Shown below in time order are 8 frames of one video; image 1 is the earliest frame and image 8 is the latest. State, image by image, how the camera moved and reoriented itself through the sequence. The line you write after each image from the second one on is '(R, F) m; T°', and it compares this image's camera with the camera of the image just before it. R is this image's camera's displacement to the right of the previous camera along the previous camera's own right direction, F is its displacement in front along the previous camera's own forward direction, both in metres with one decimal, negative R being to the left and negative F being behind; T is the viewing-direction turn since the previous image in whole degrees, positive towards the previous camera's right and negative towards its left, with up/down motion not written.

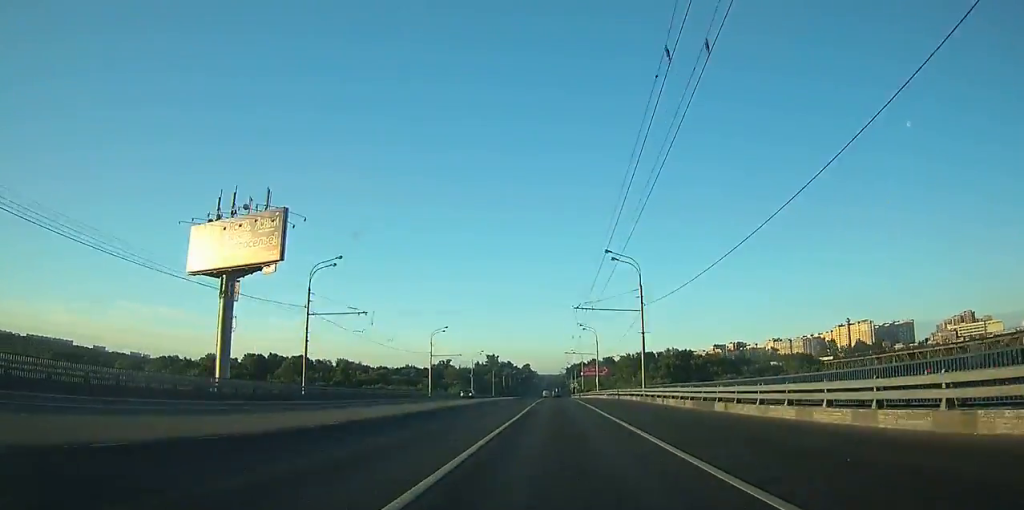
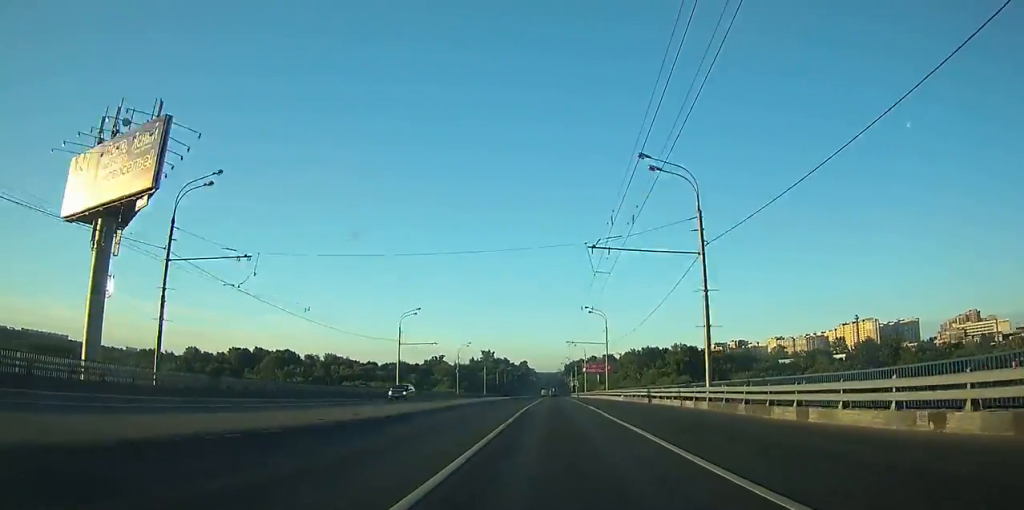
(-0.1, +22.3) m; 0°
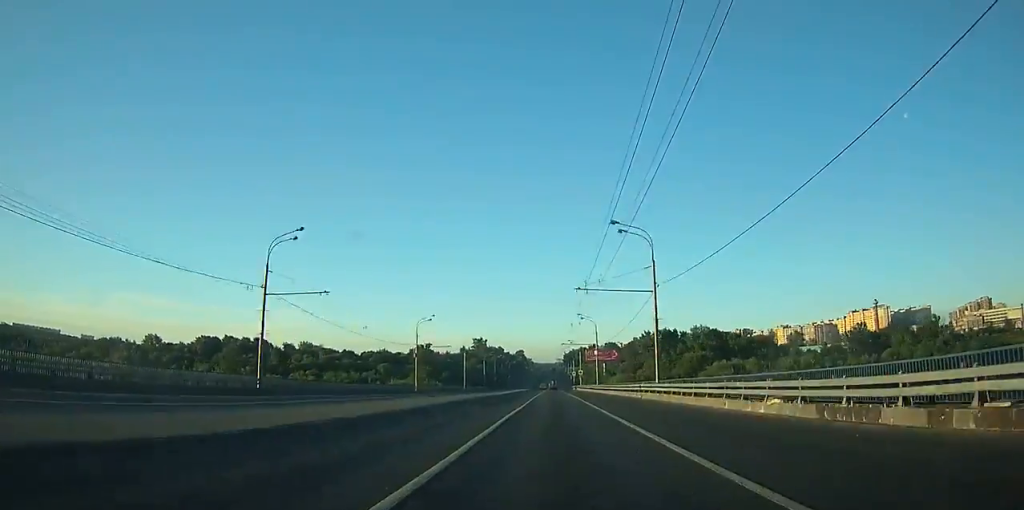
(0.0, +41.3) m; 0°
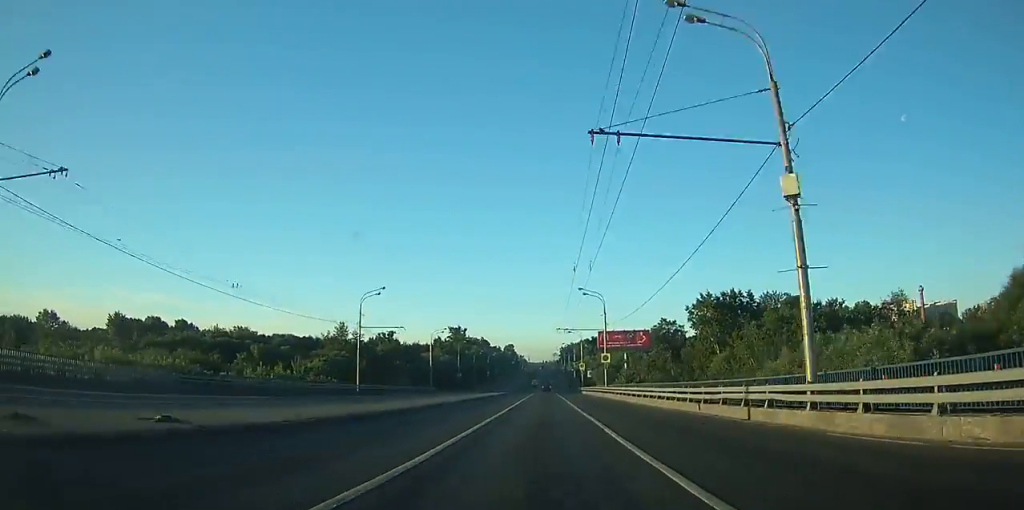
(+0.3, +80.4) m; 0°
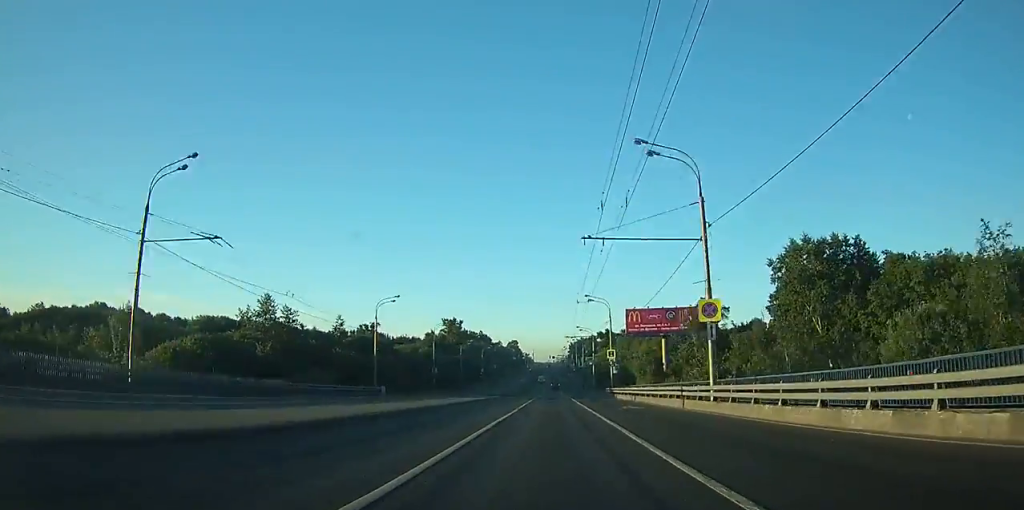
(-0.2, +40.4) m; 0°
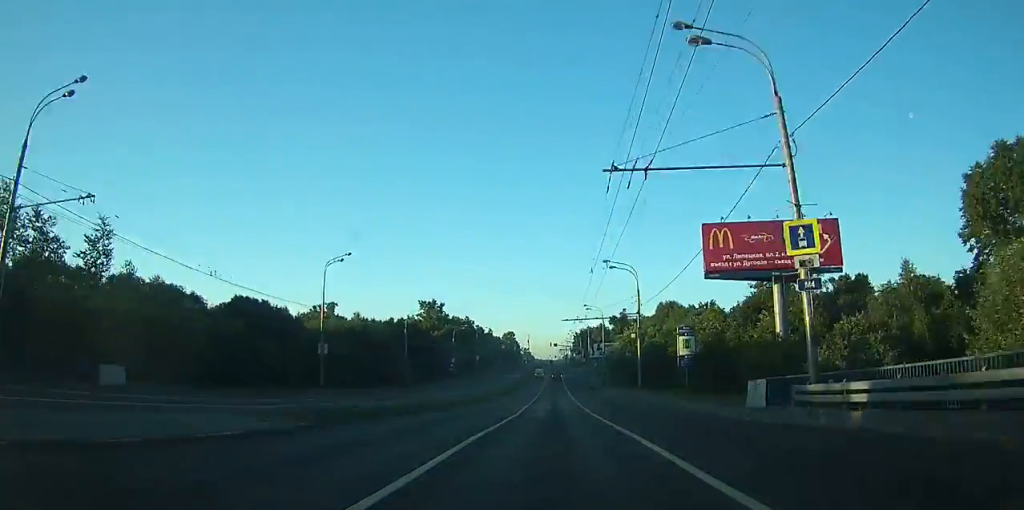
(-0.2, +50.3) m; 0°
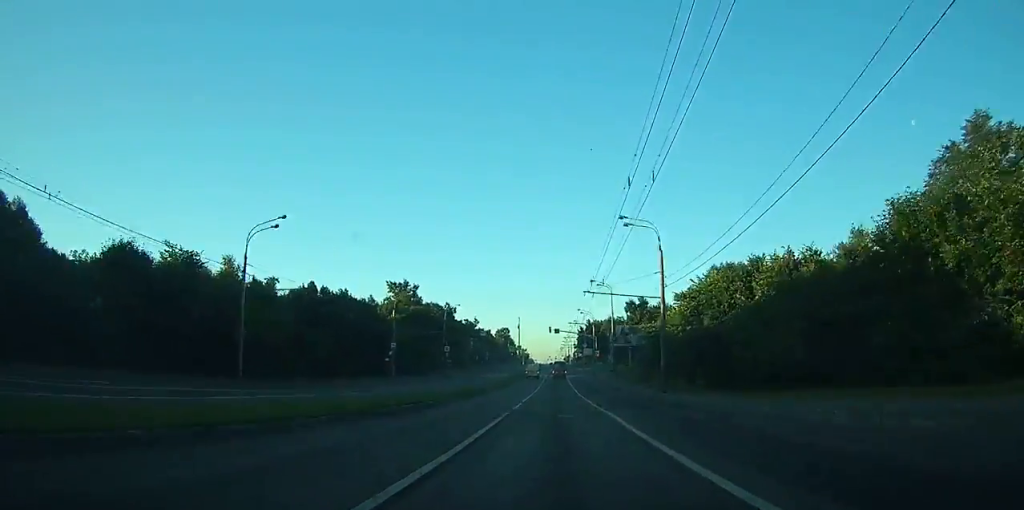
(0.0, +42.4) m; 0°
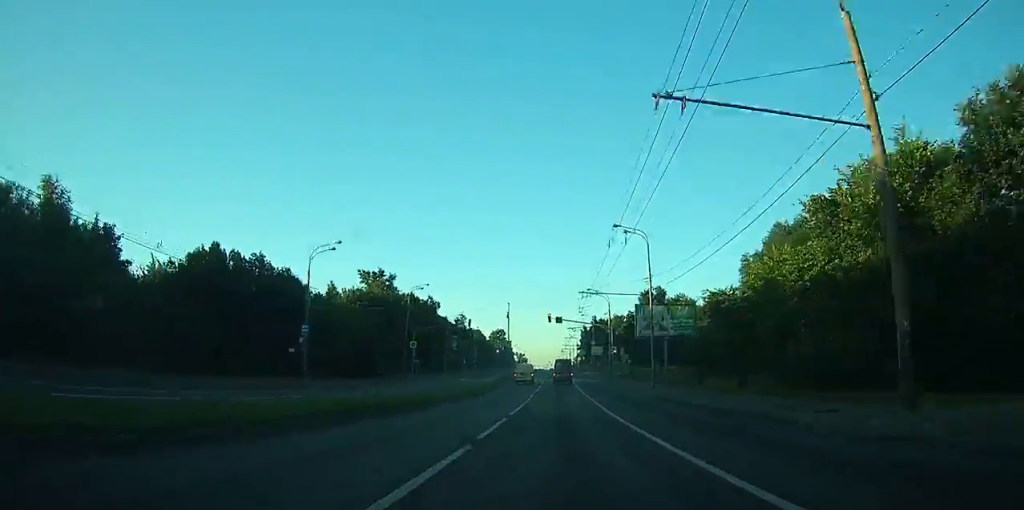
(0.0, +26.2) m; +1°
